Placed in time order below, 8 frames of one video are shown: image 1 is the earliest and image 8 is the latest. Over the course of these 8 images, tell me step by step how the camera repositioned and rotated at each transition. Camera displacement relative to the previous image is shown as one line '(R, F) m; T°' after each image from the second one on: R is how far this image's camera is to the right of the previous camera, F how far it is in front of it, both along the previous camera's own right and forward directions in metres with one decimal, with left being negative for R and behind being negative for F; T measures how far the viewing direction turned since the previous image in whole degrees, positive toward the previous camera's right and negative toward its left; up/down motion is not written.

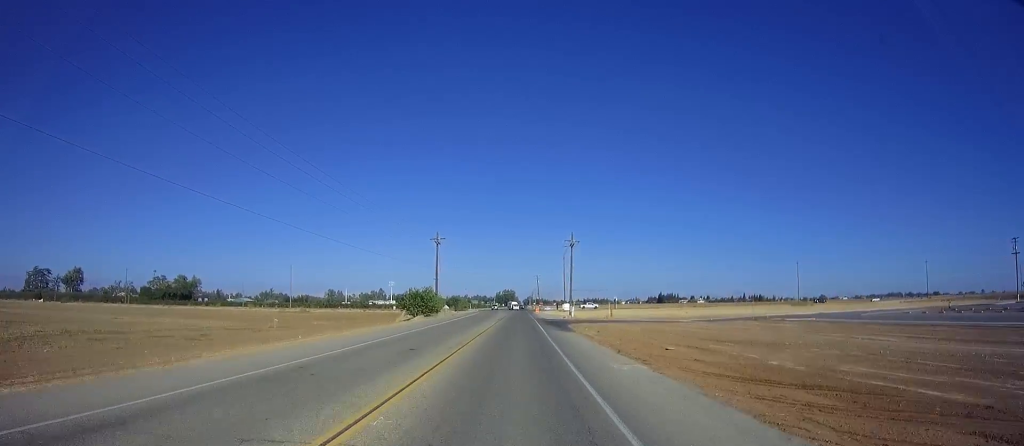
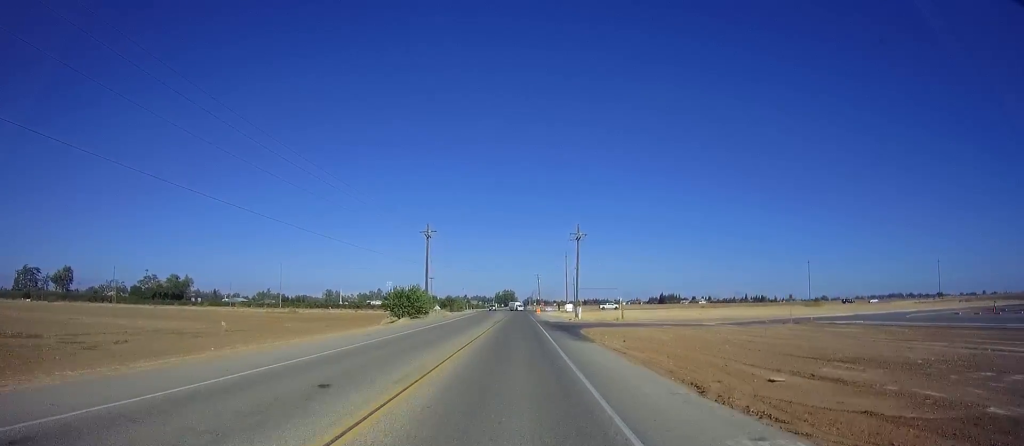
(+0.1, +9.0) m; 0°
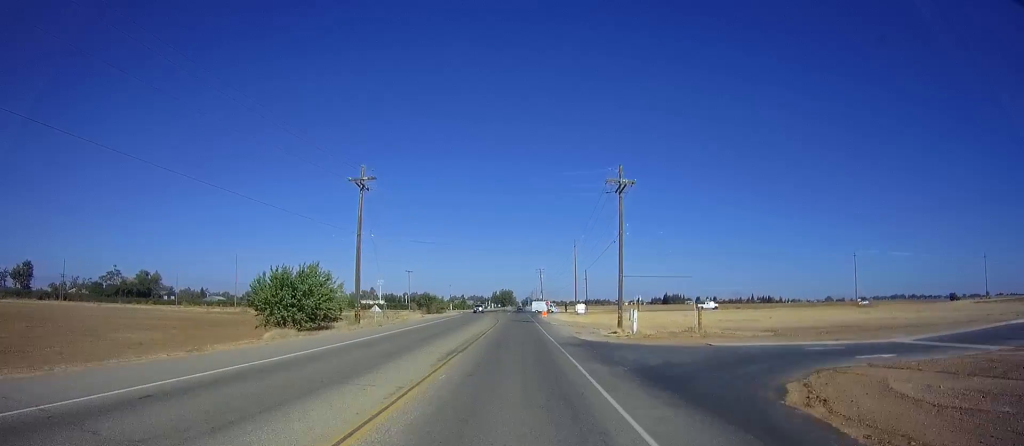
(-0.2, +31.7) m; -1°
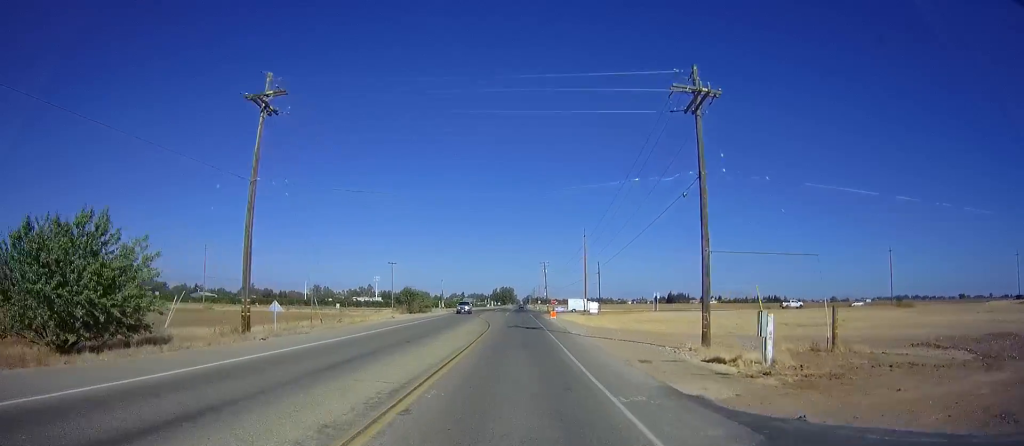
(0.0, +18.6) m; 0°
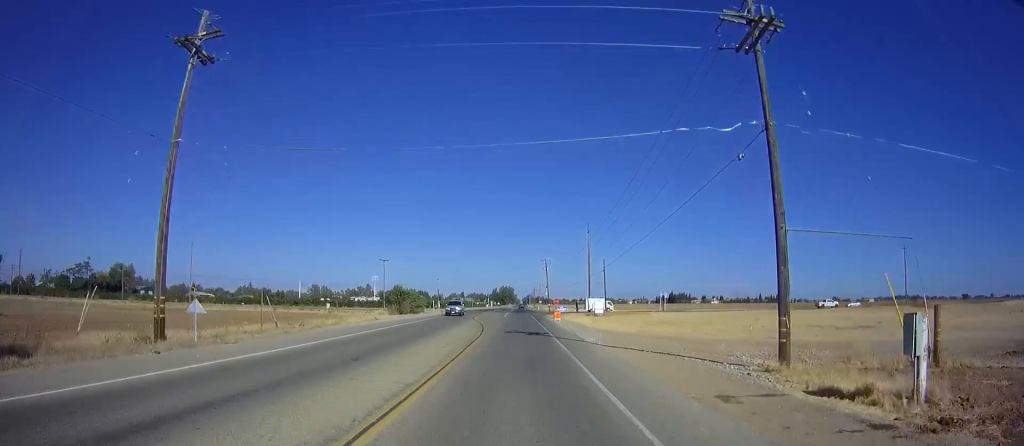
(0.0, +7.0) m; 0°
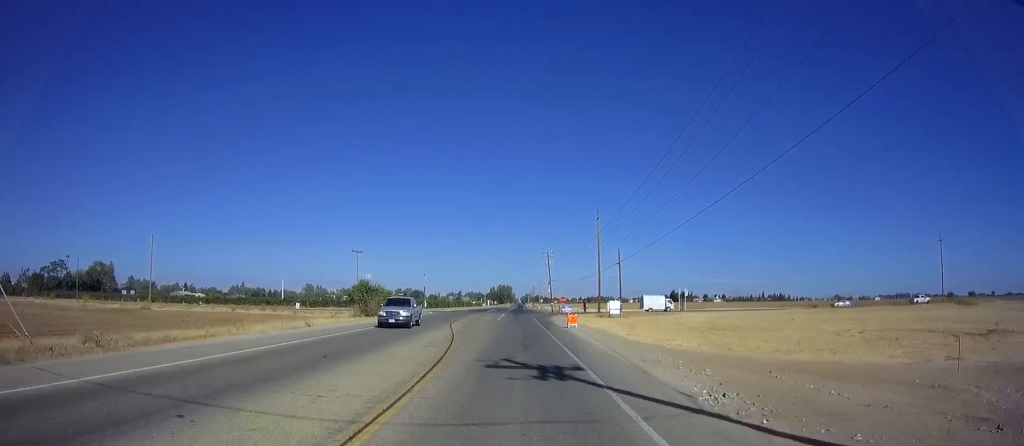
(0.0, +16.5) m; 0°
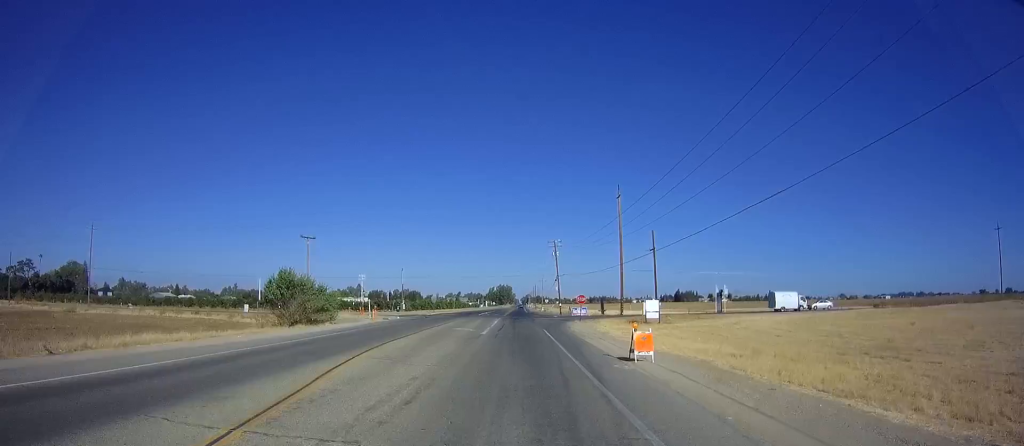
(0.0, +21.1) m; 0°
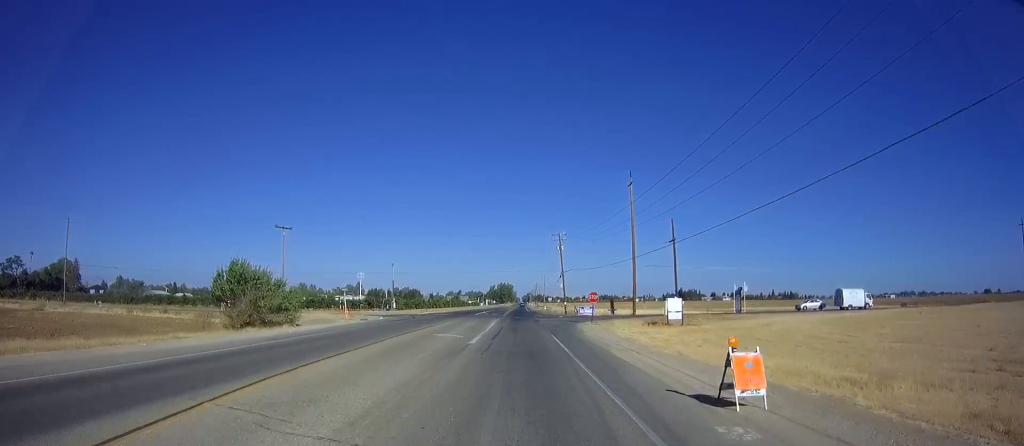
(0.0, +7.7) m; 0°
